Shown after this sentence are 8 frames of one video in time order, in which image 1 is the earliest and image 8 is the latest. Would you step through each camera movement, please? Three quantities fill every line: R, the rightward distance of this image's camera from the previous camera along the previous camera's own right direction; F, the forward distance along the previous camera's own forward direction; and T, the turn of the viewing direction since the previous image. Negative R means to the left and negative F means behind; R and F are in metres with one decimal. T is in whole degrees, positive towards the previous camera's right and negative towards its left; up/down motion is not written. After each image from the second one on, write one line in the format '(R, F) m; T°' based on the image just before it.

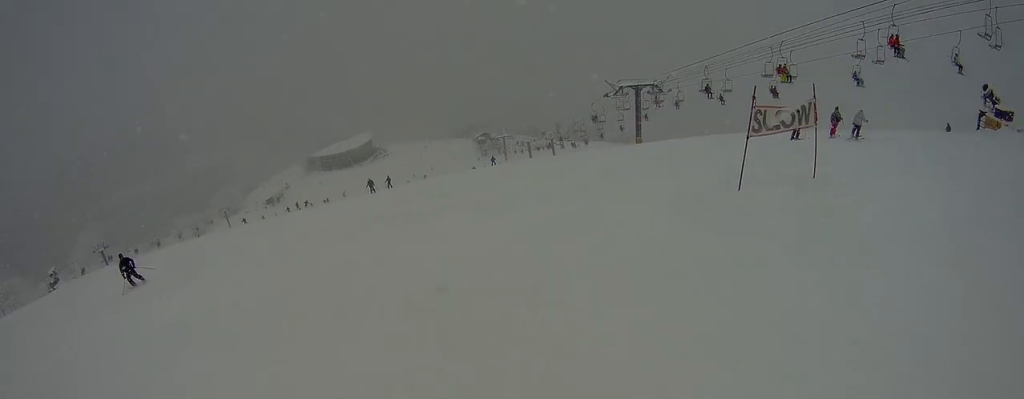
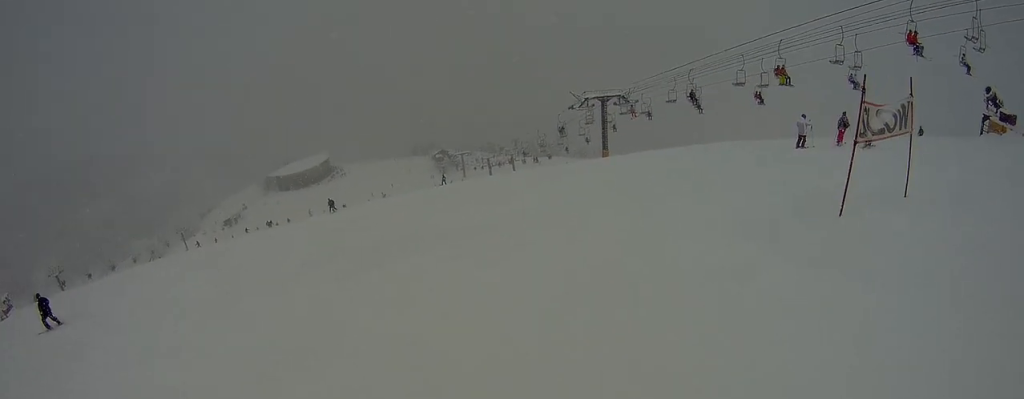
(+0.8, +3.4) m; +20°
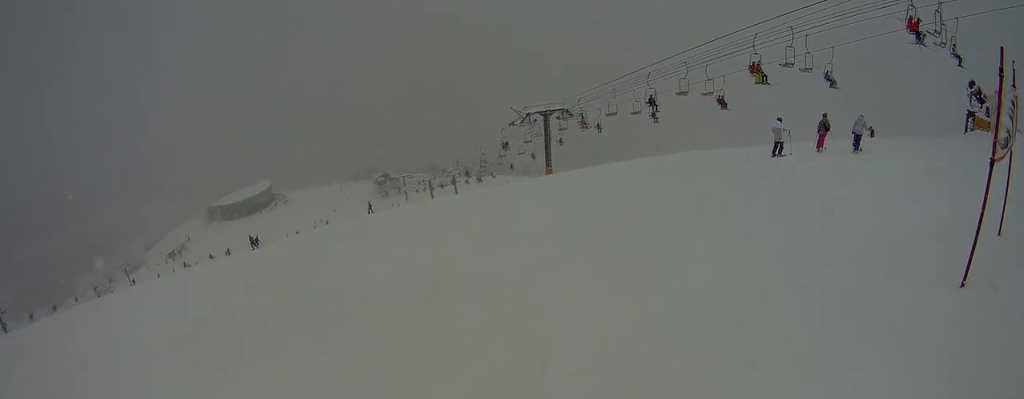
(+1.0, +3.7) m; 0°
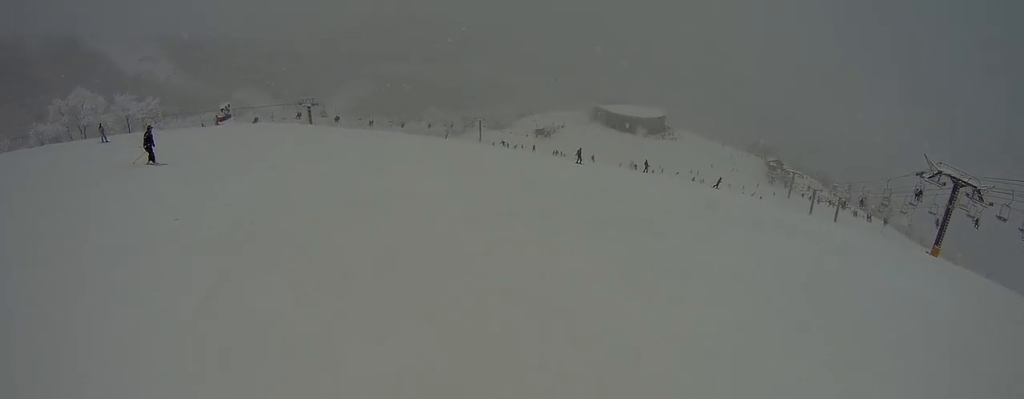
(-5.1, +11.1) m; -67°
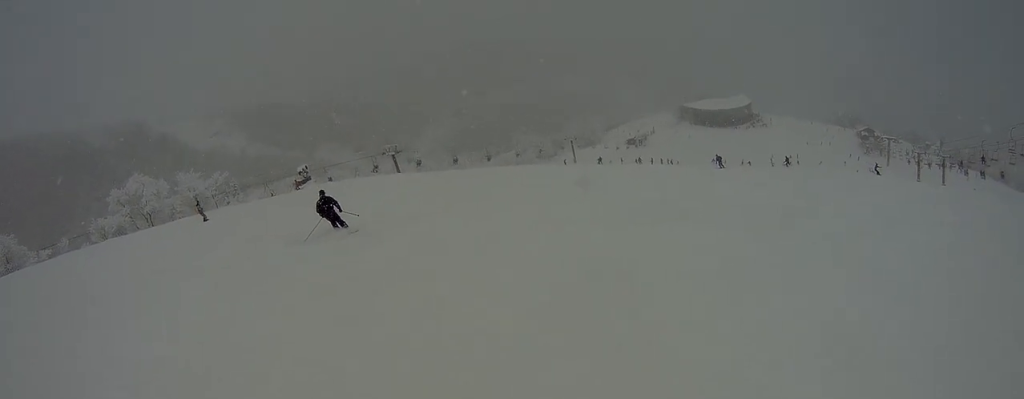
(-1.9, +6.5) m; -10°
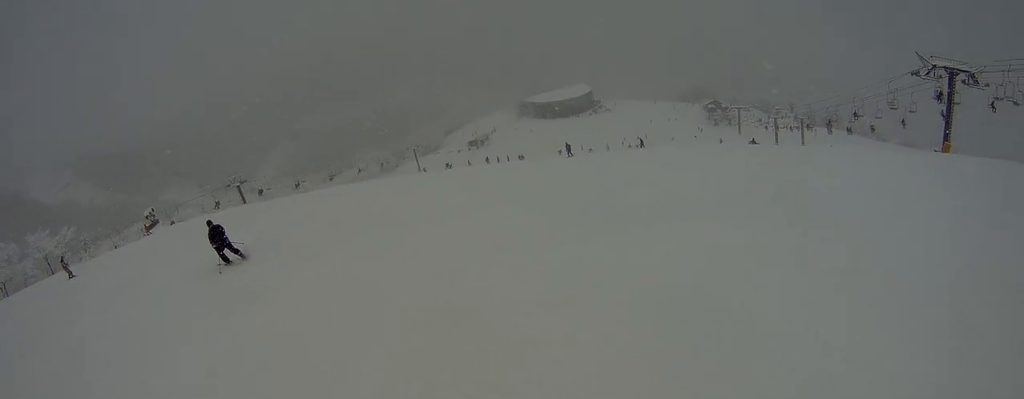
(+0.2, +3.5) m; +16°
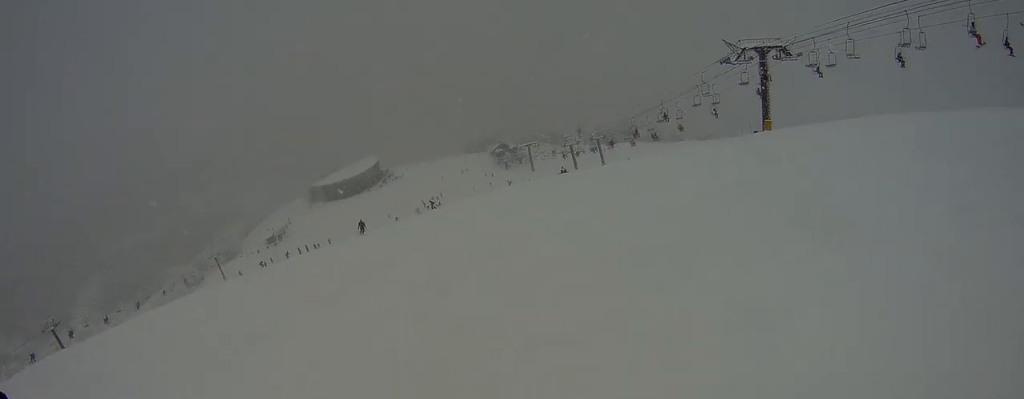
(+0.2, +3.7) m; +26°
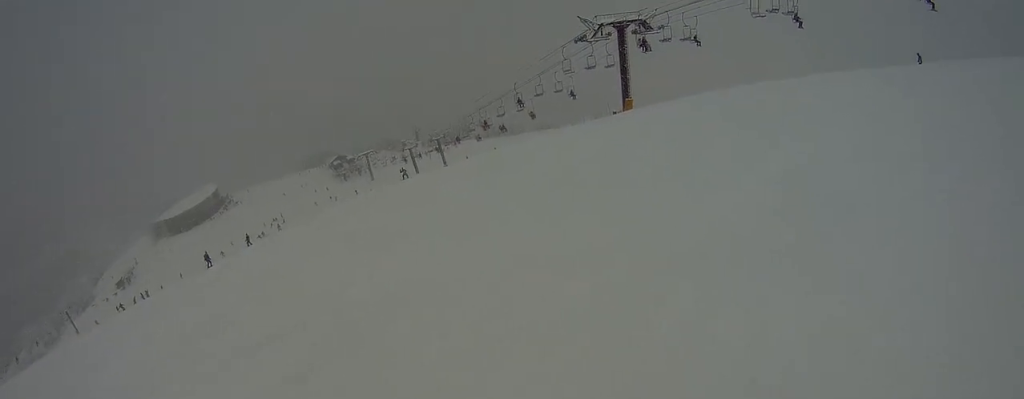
(+2.3, +4.8) m; +38°
